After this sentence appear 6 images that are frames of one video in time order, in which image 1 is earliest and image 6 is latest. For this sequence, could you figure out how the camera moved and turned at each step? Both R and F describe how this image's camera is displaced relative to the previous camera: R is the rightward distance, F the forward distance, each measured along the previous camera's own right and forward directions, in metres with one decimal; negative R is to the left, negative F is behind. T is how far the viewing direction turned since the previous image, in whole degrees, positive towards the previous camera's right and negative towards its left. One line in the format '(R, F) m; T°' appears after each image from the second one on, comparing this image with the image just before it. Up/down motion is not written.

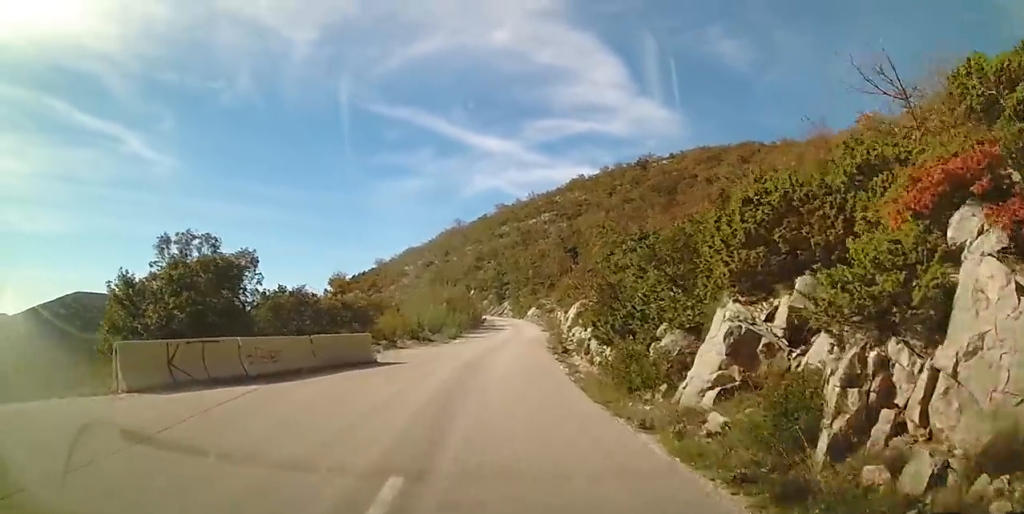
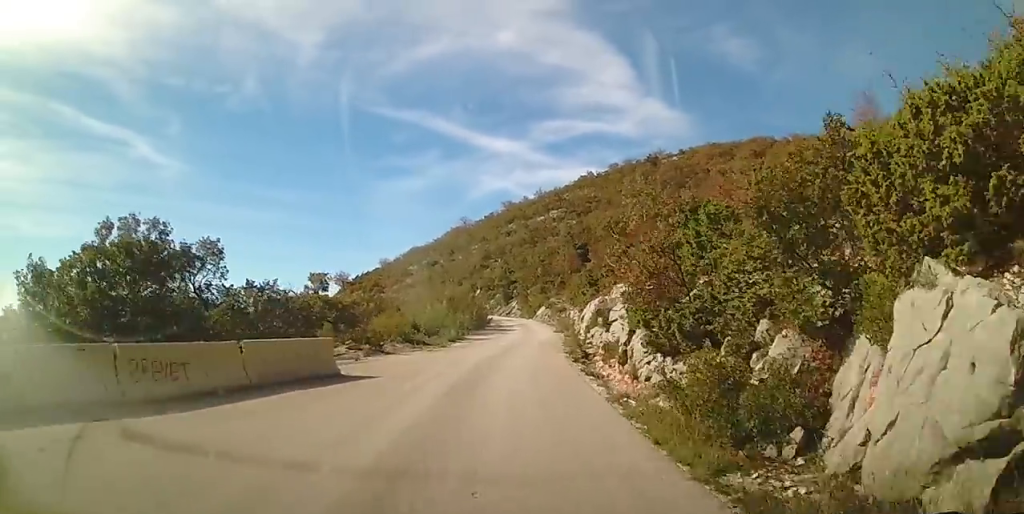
(0.0, +4.6) m; -1°
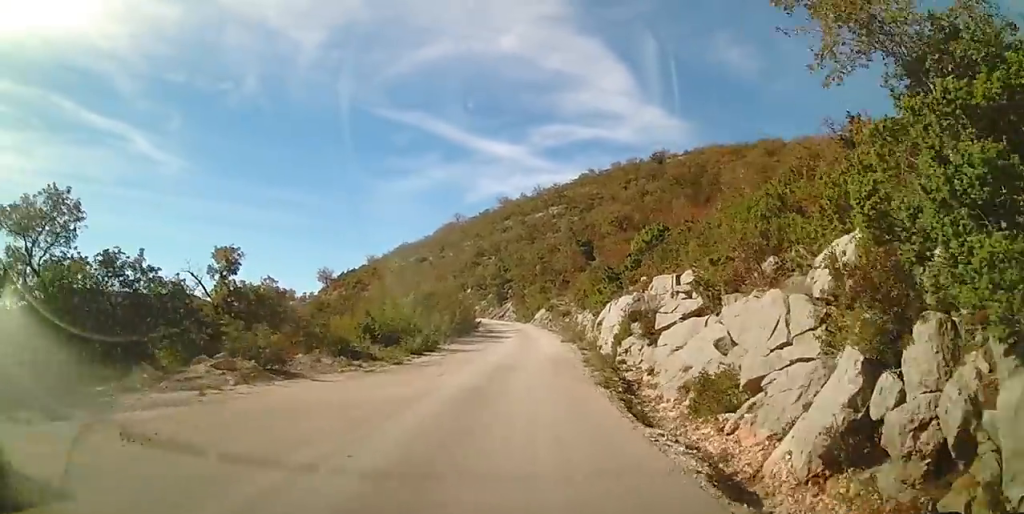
(-0.2, +9.5) m; 0°
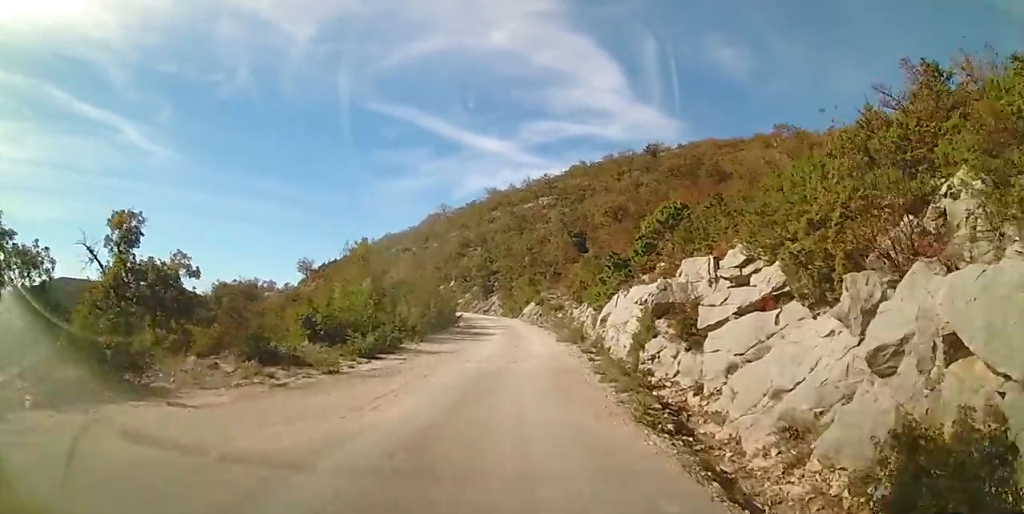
(+0.1, +5.5) m; 0°
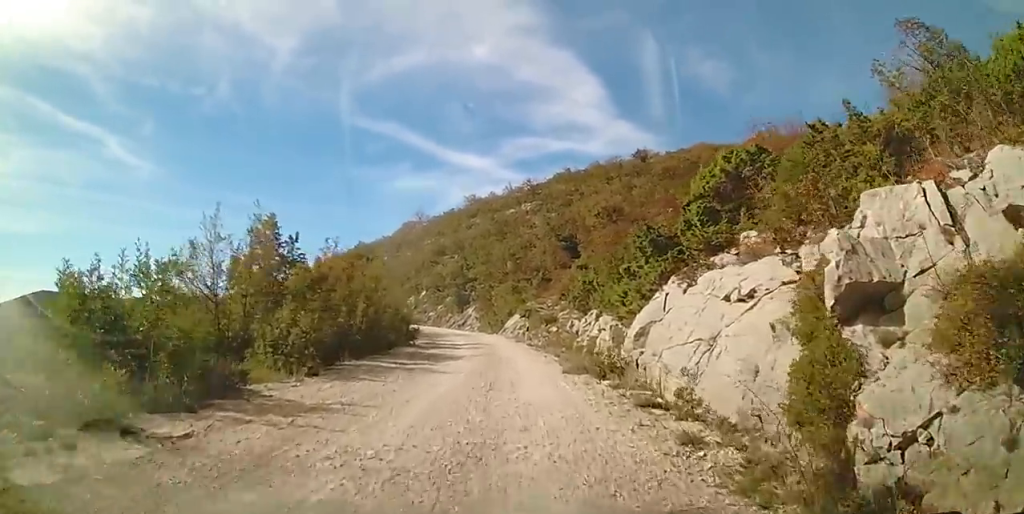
(-0.1, +10.8) m; +2°
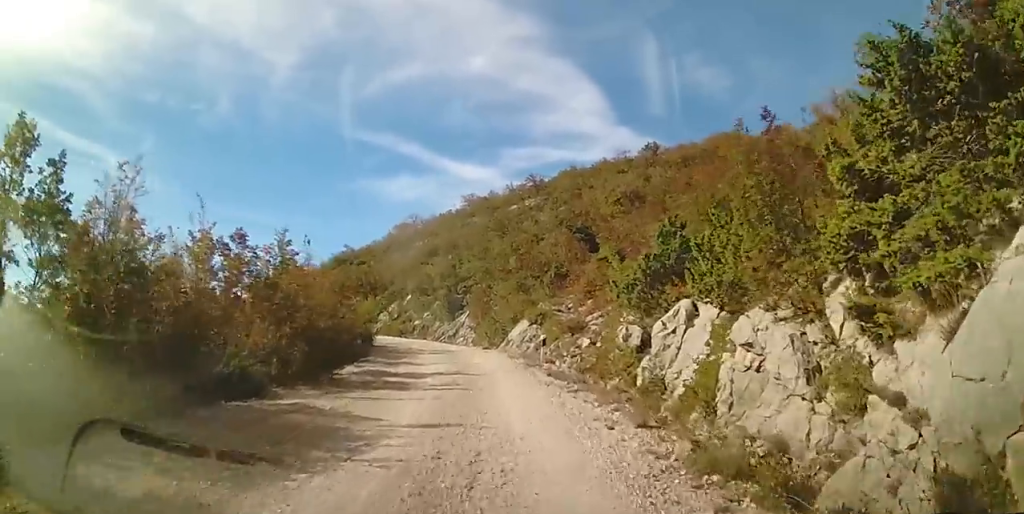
(0.0, +12.0) m; -4°
